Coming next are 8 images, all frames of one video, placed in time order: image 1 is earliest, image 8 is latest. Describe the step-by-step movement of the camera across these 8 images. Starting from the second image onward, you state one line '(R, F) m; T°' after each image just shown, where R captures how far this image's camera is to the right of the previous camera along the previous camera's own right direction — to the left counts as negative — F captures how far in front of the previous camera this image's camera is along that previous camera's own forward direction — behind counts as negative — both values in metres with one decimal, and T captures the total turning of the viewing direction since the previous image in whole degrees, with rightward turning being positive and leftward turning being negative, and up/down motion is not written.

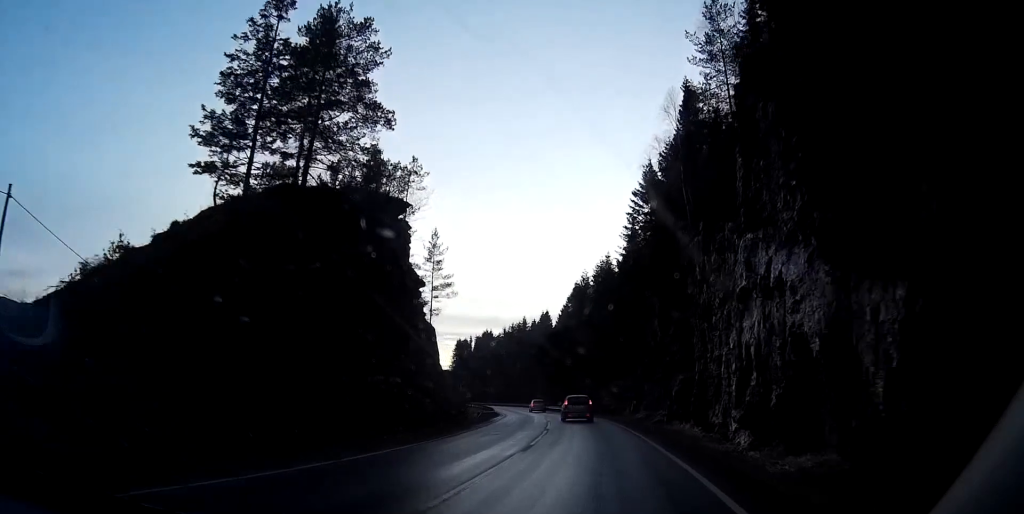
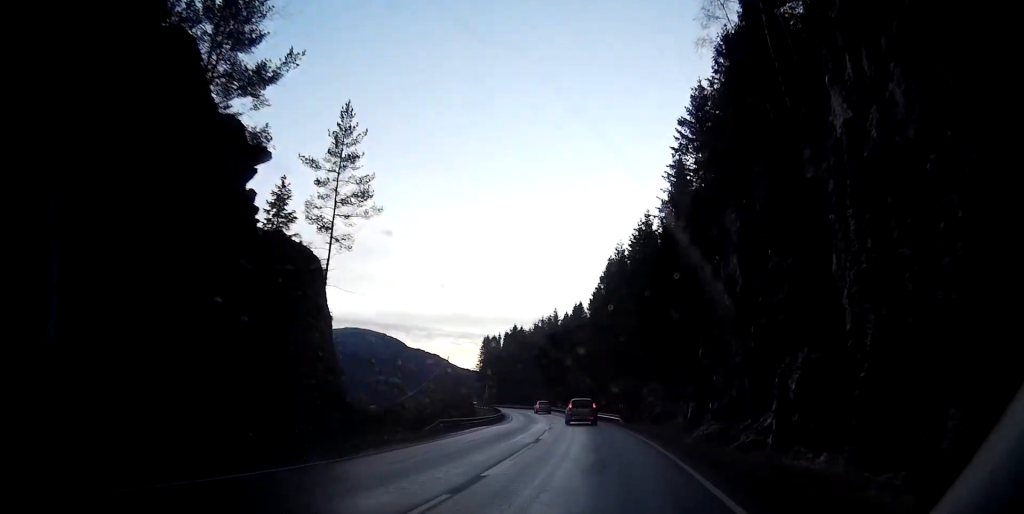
(-0.1, +18.9) m; -1°
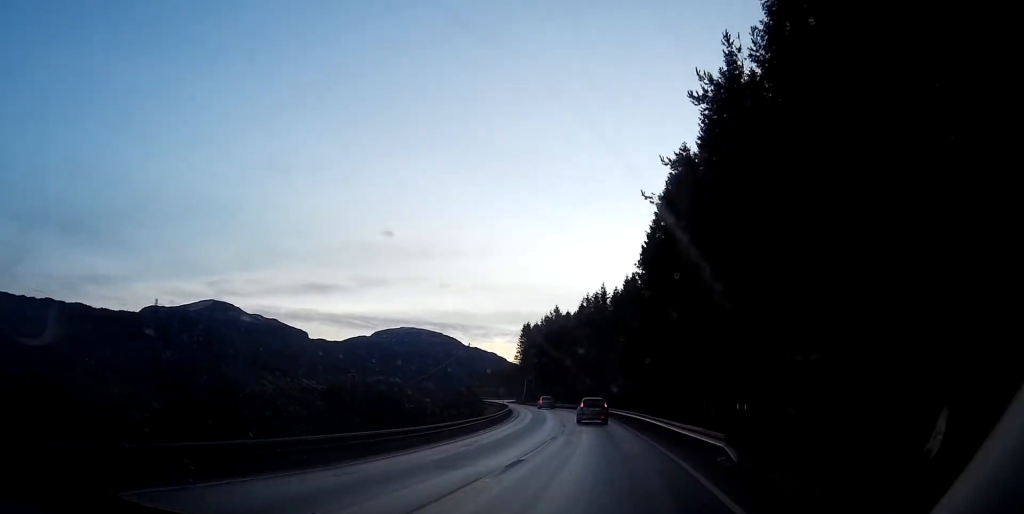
(-0.8, +27.7) m; -3°
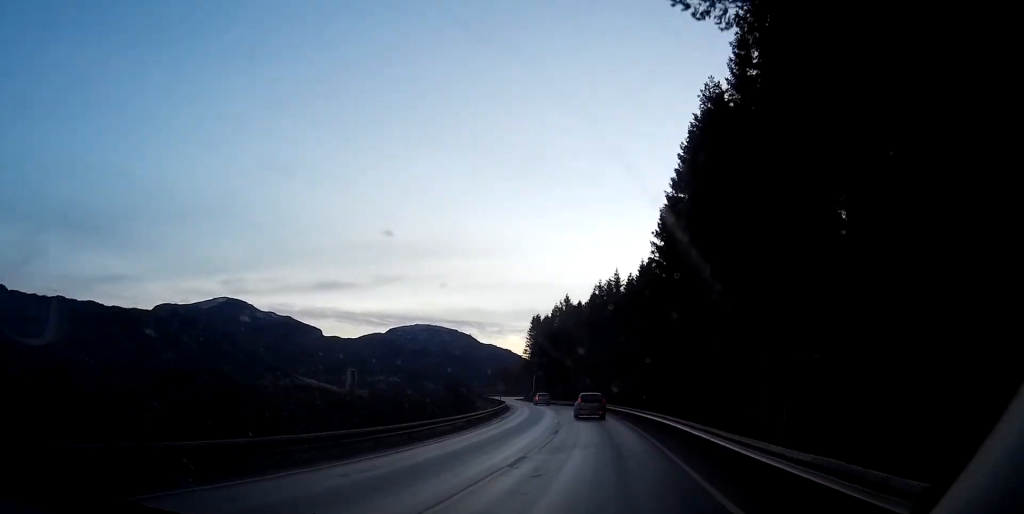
(-0.5, +24.0) m; -4°
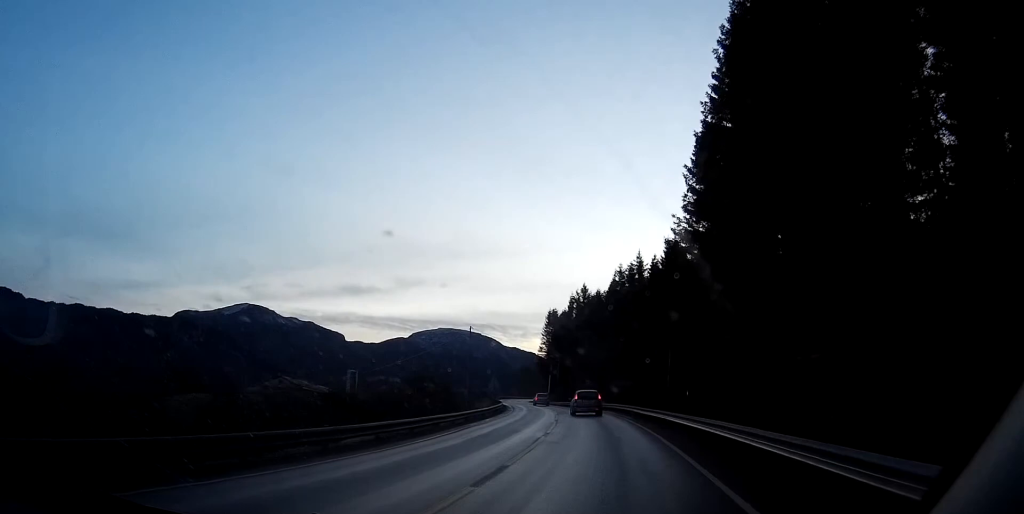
(-0.3, +13.6) m; -3°
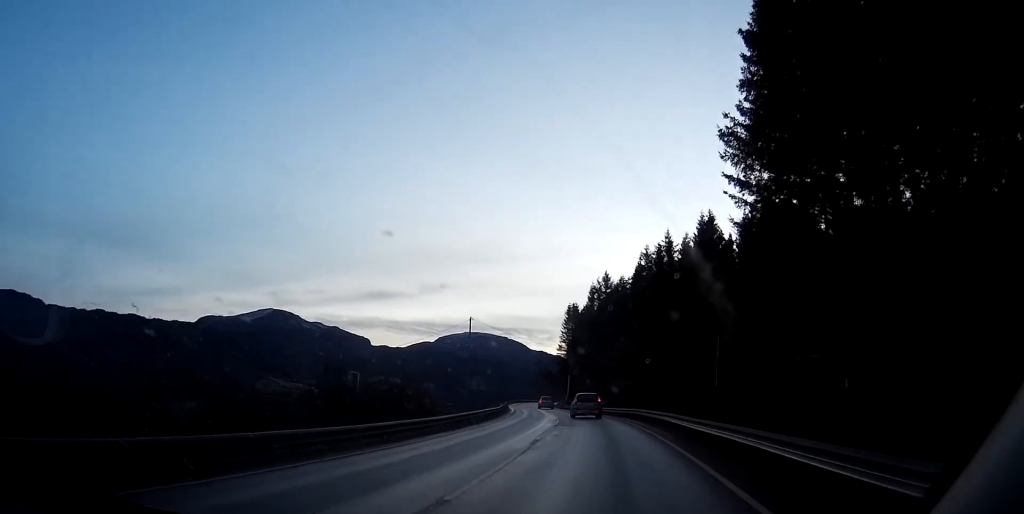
(-0.5, +14.4) m; -3°
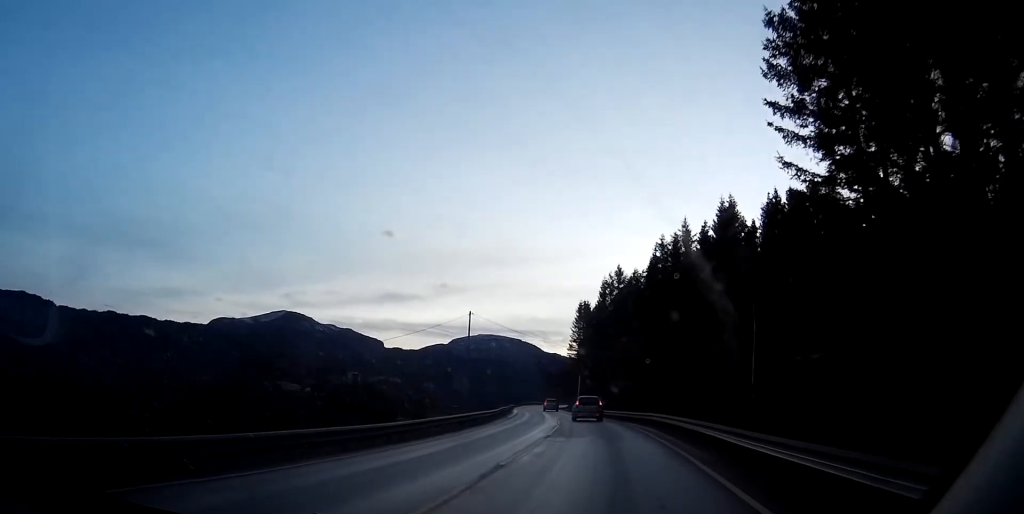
(-0.1, +7.0) m; -2°
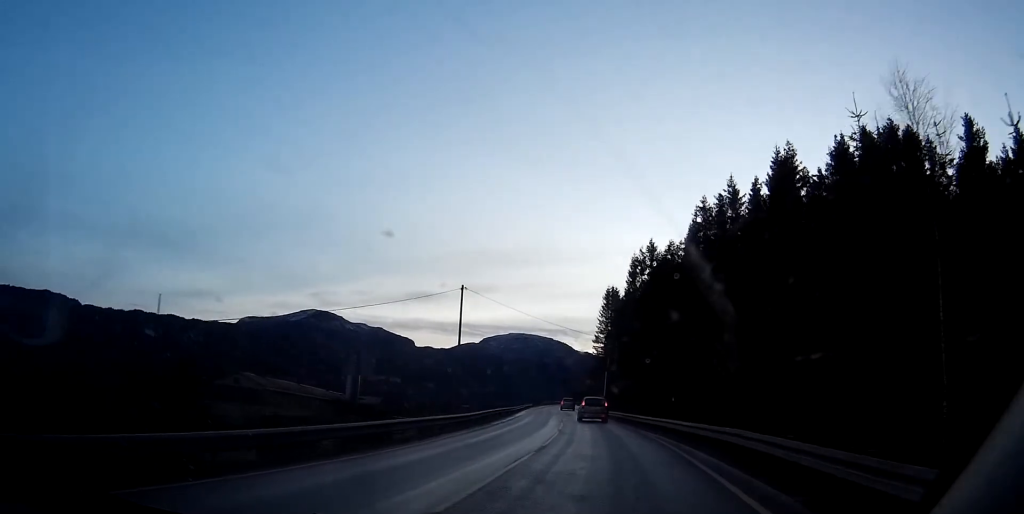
(-0.5, +16.5) m; -4°
